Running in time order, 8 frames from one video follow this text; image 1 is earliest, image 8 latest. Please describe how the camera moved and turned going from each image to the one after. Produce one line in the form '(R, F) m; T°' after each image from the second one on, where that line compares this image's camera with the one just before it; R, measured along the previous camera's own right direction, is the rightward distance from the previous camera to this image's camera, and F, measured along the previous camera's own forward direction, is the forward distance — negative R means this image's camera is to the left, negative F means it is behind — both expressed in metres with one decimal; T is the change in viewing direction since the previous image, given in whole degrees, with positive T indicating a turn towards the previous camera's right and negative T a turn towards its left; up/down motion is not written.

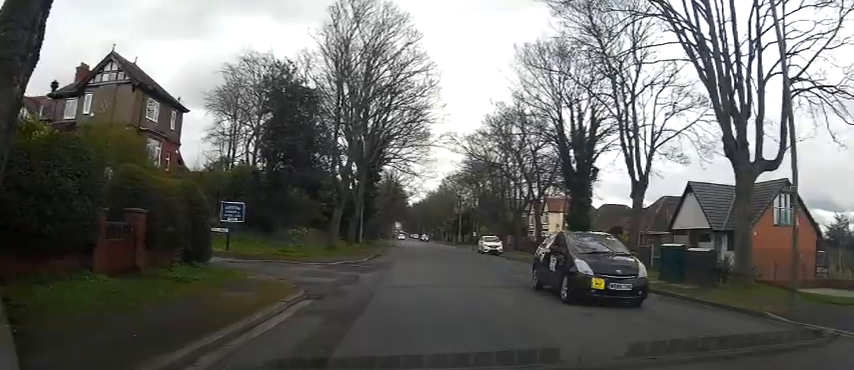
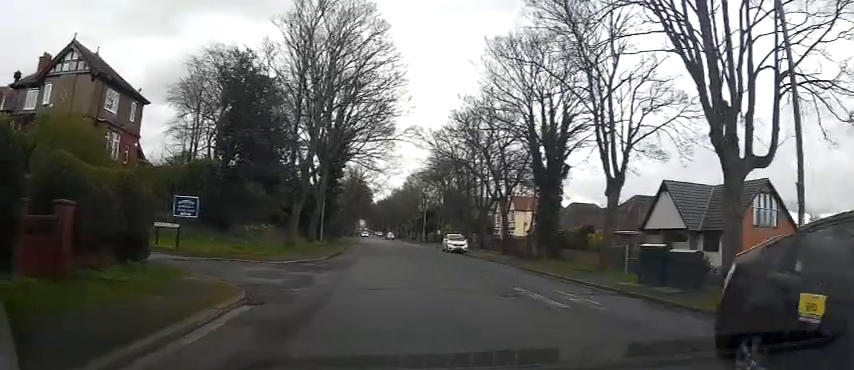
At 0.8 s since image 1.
(-0.1, +0.5) m; 0°
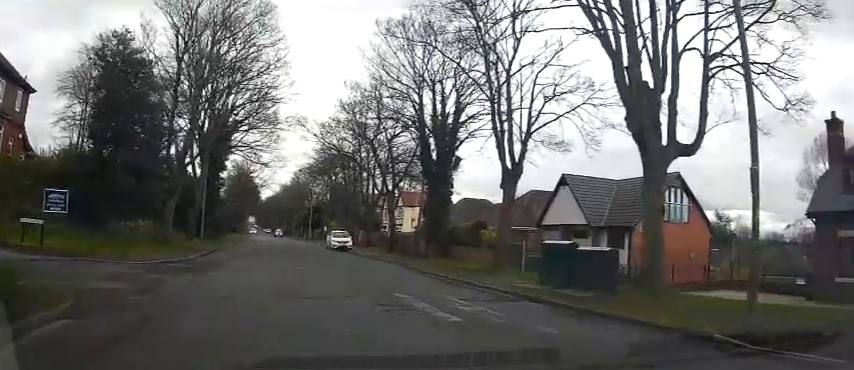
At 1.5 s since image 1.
(+0.1, +0.6) m; 0°
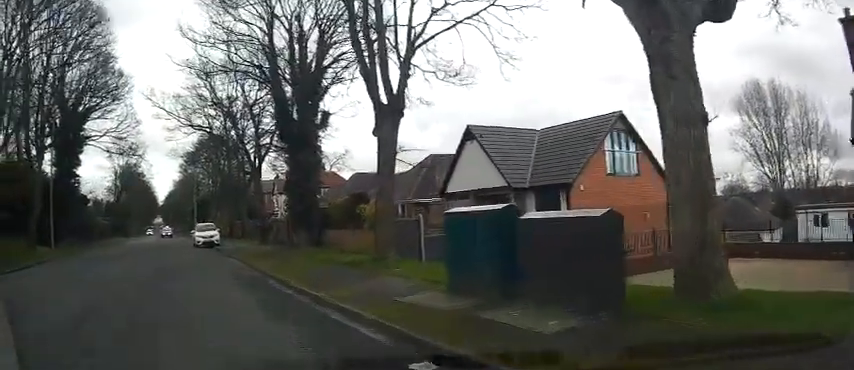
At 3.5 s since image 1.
(+0.6, +2.9) m; +15°
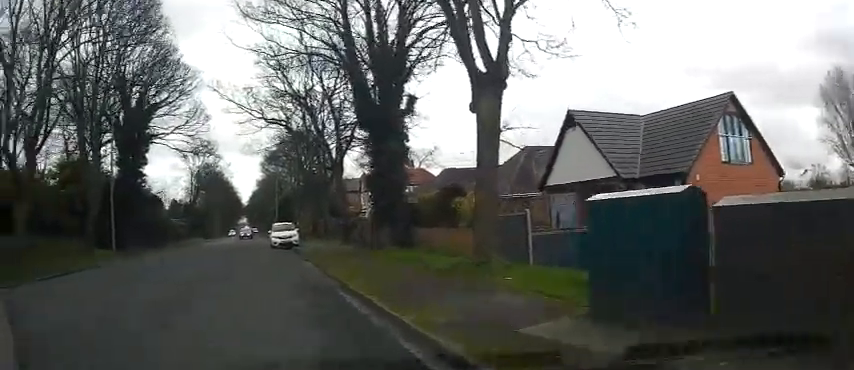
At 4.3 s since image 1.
(+0.1, +2.6) m; 0°
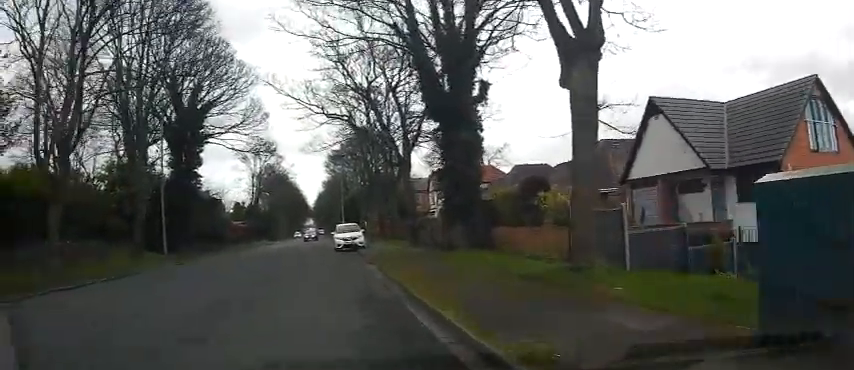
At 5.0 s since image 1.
(0.0, +2.3) m; -4°
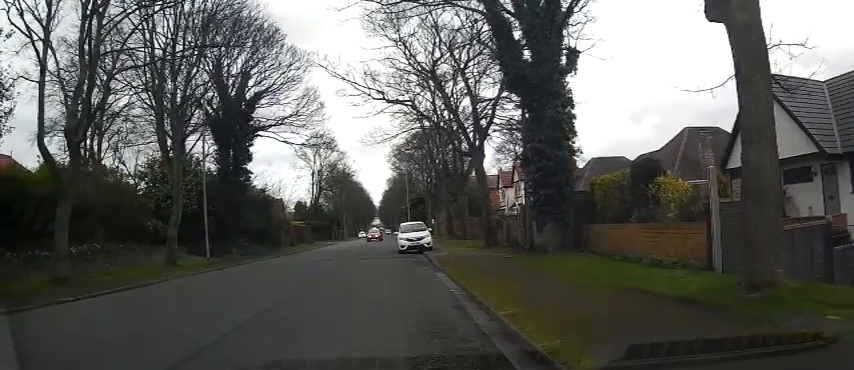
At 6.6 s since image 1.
(-0.6, +4.0) m; -18°
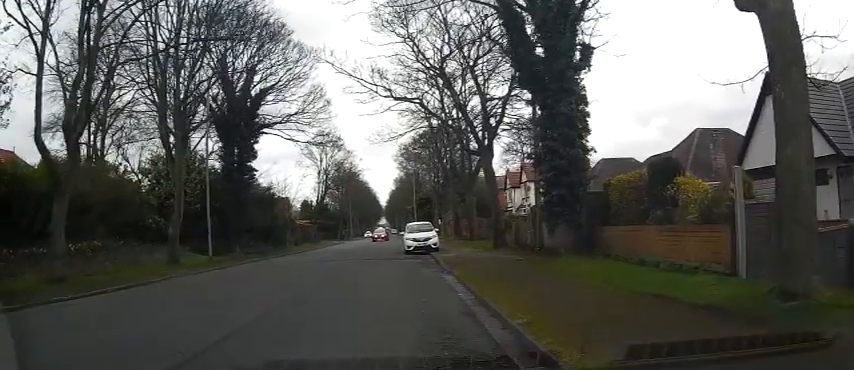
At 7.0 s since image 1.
(0.0, +0.6) m; -2°
